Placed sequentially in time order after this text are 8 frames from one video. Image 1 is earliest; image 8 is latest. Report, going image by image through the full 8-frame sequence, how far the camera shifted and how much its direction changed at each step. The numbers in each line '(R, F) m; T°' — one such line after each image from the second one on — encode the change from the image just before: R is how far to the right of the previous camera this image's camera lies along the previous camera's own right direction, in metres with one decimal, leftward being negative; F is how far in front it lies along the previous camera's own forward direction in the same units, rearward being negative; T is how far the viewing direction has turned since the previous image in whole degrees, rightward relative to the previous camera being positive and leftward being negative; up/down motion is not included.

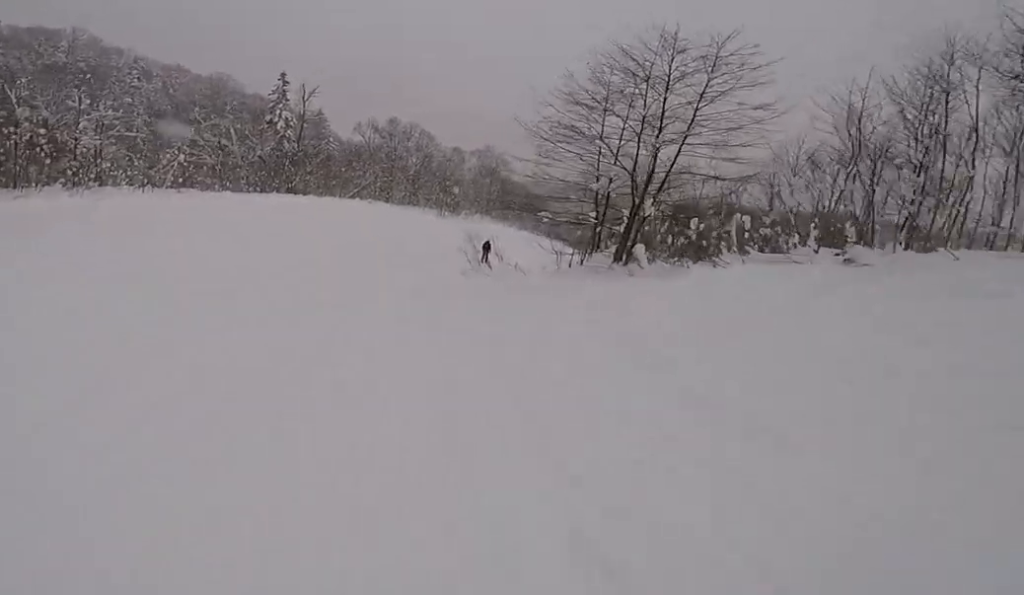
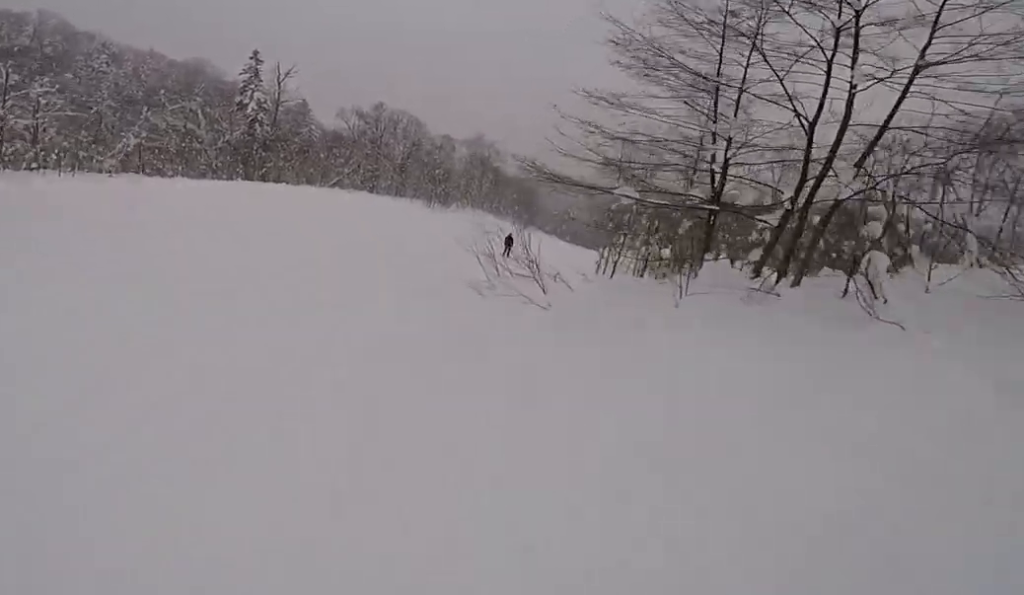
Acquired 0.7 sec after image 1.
(-0.4, +7.4) m; +5°
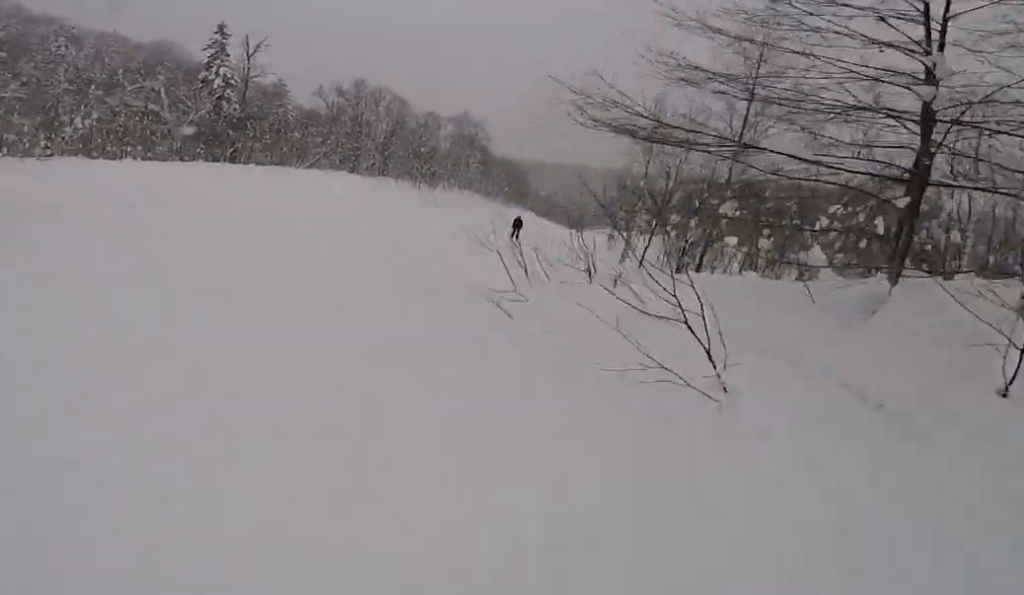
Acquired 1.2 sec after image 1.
(+0.5, +4.4) m; +4°
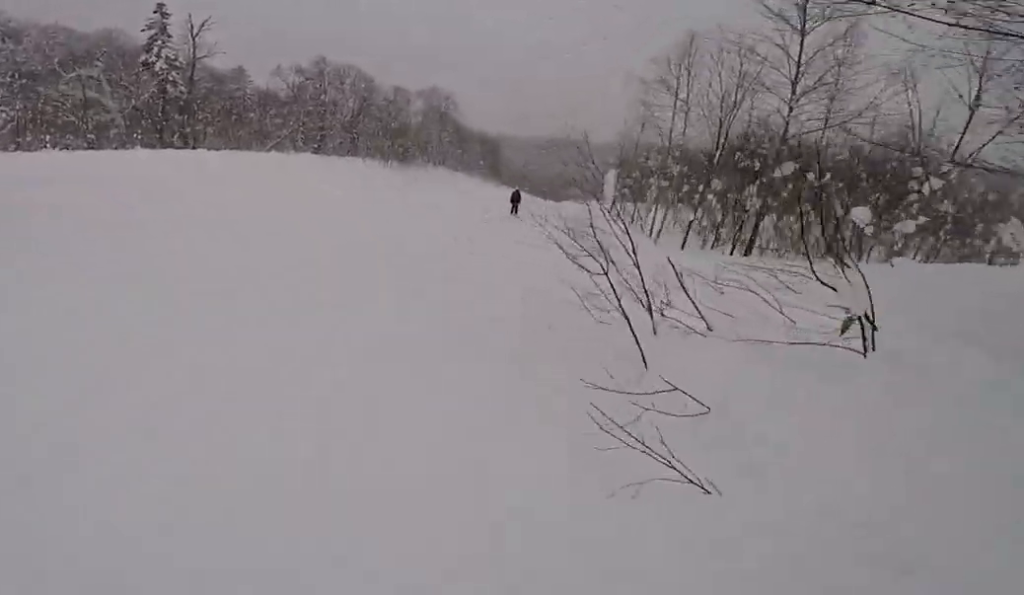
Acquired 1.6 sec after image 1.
(+0.5, +5.0) m; +4°
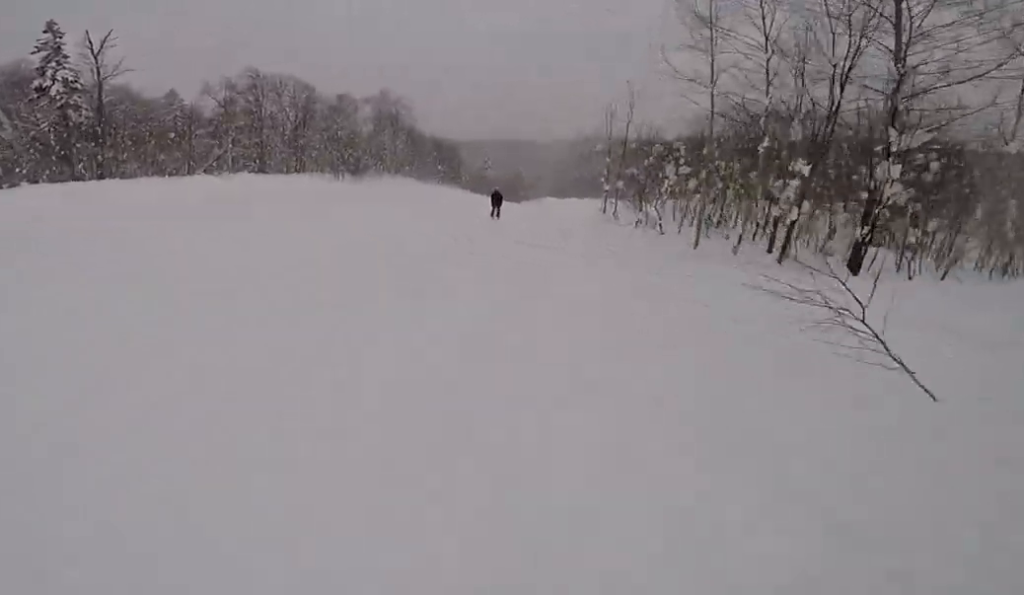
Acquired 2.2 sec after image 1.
(+0.1, +5.8) m; +2°
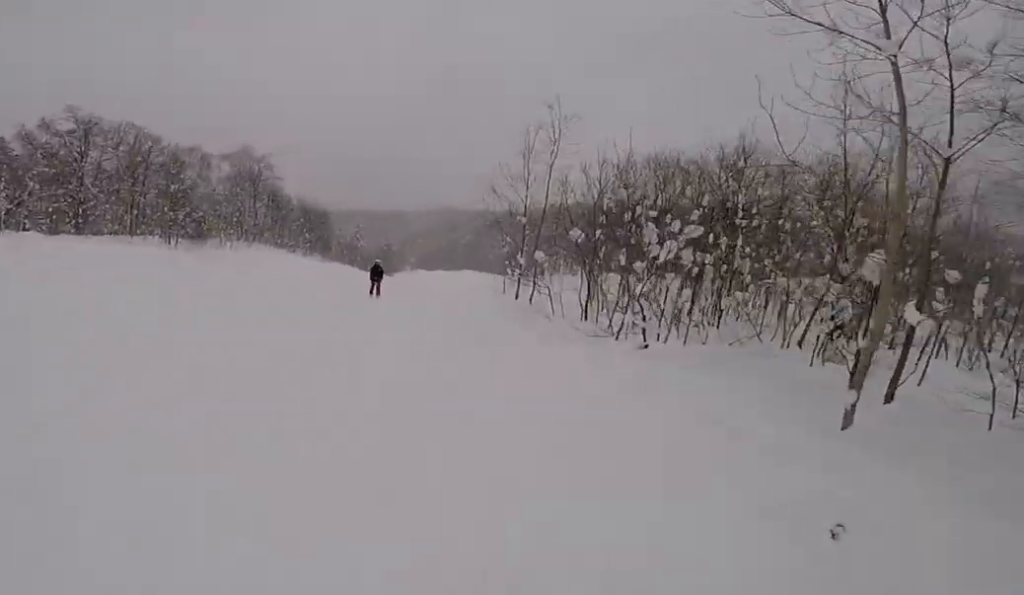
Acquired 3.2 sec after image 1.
(0.0, +9.8) m; +4°
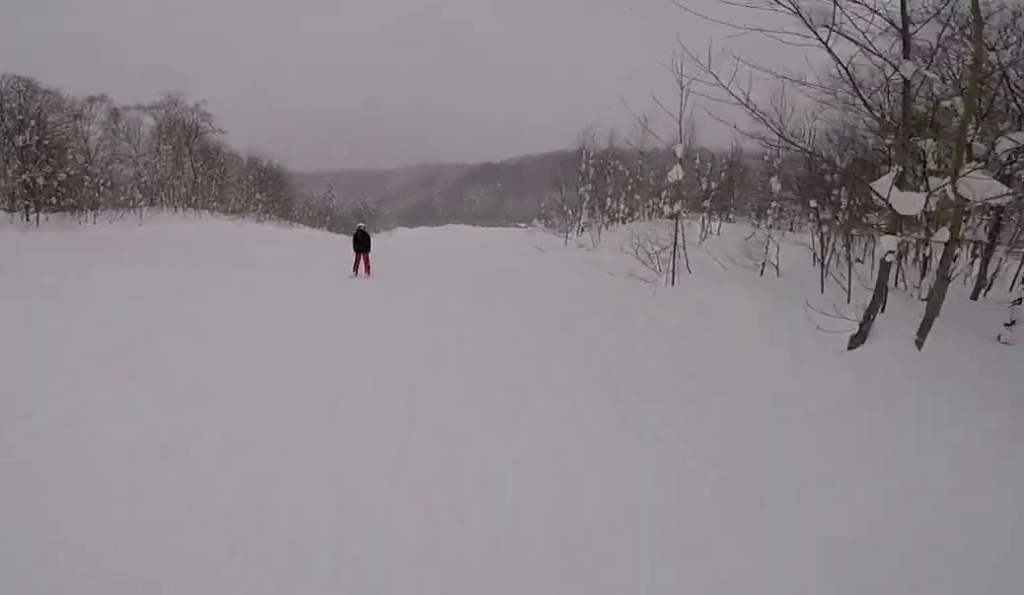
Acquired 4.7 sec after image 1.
(+1.5, +14.3) m; +6°
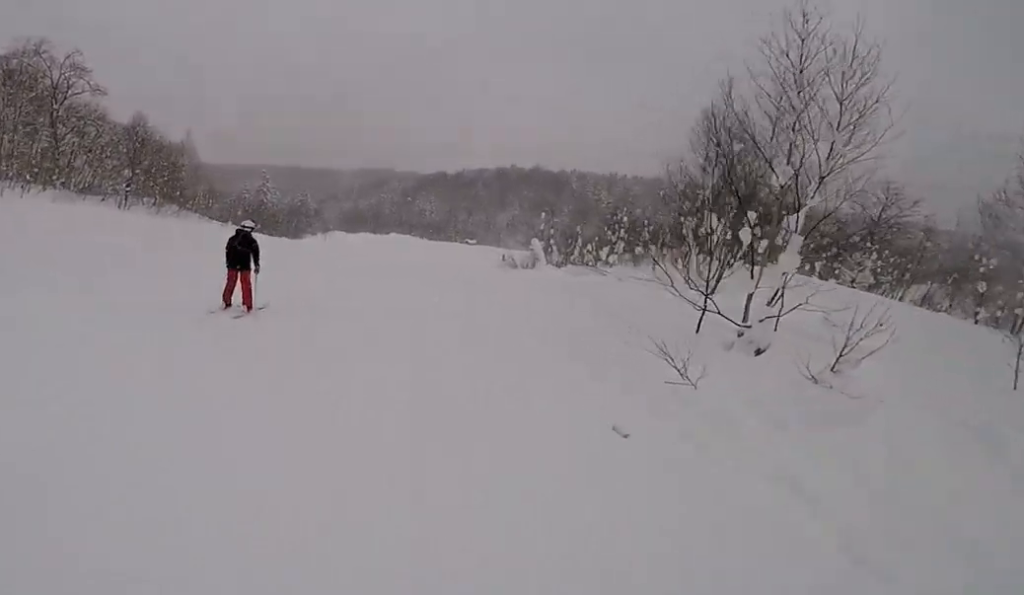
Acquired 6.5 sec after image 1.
(+0.1, +15.4) m; +9°
